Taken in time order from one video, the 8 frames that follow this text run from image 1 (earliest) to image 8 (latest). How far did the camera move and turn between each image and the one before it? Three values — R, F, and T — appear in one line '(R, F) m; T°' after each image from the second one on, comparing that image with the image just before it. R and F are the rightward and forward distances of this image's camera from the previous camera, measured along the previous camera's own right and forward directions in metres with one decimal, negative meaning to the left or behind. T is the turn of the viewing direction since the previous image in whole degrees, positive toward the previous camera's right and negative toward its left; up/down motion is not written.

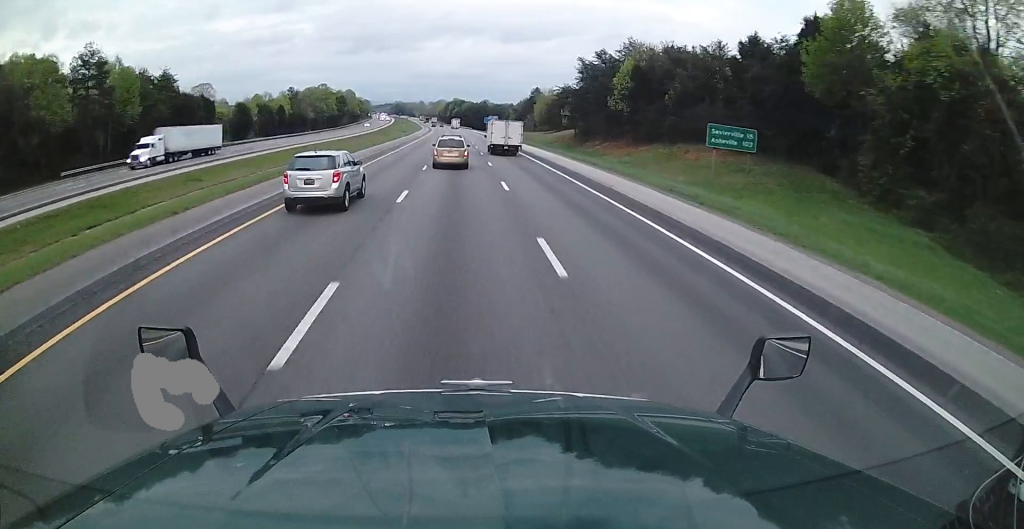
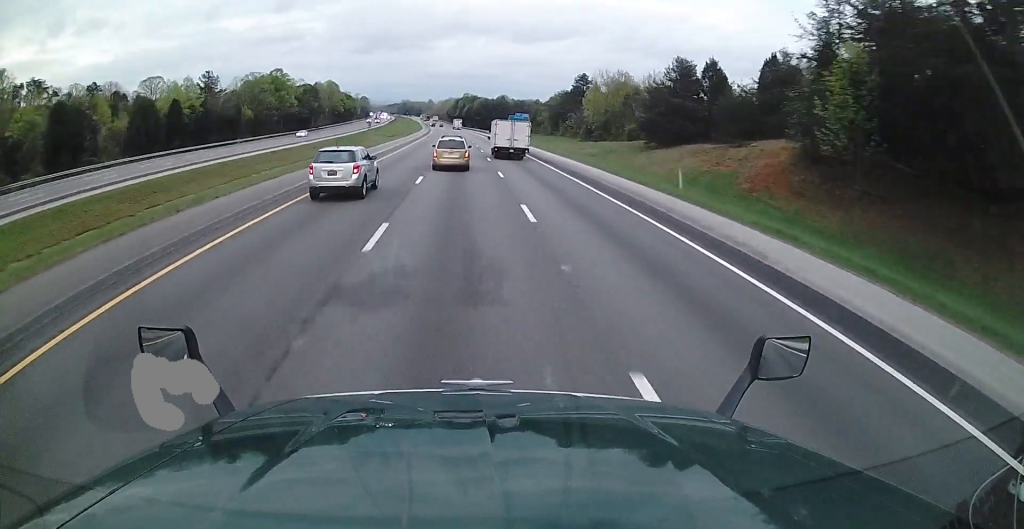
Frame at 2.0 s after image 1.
(-0.9, +66.0) m; -1°
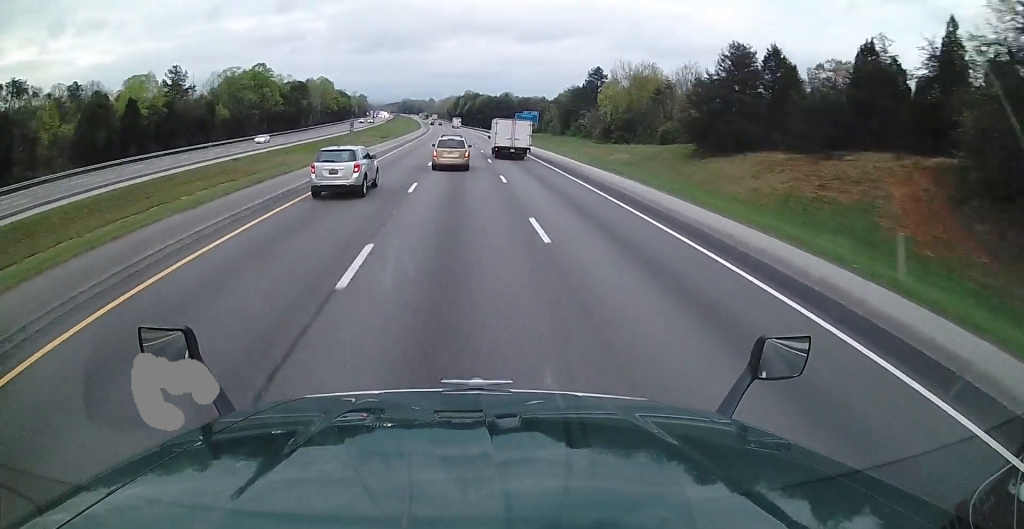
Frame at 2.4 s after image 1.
(0.0, +14.4) m; 0°
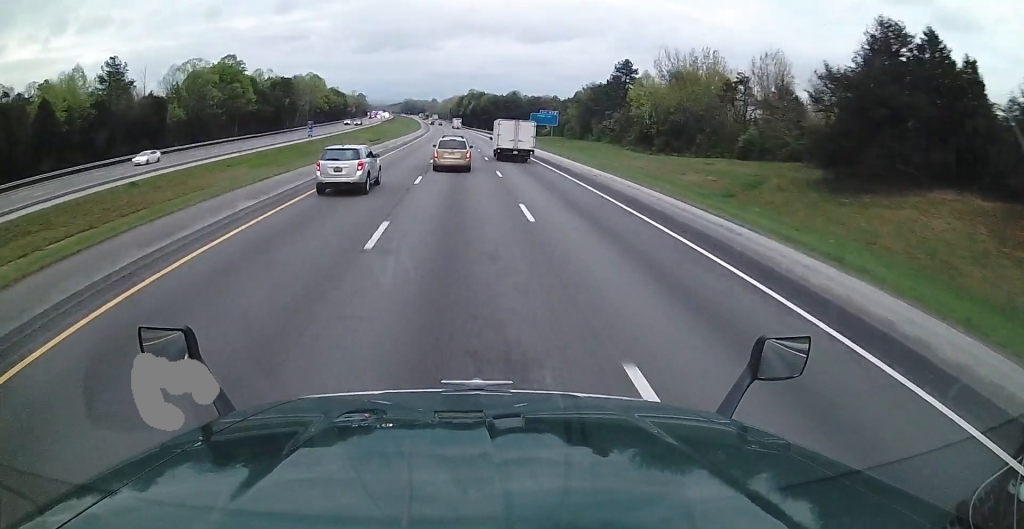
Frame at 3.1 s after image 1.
(+0.2, +21.1) m; -1°
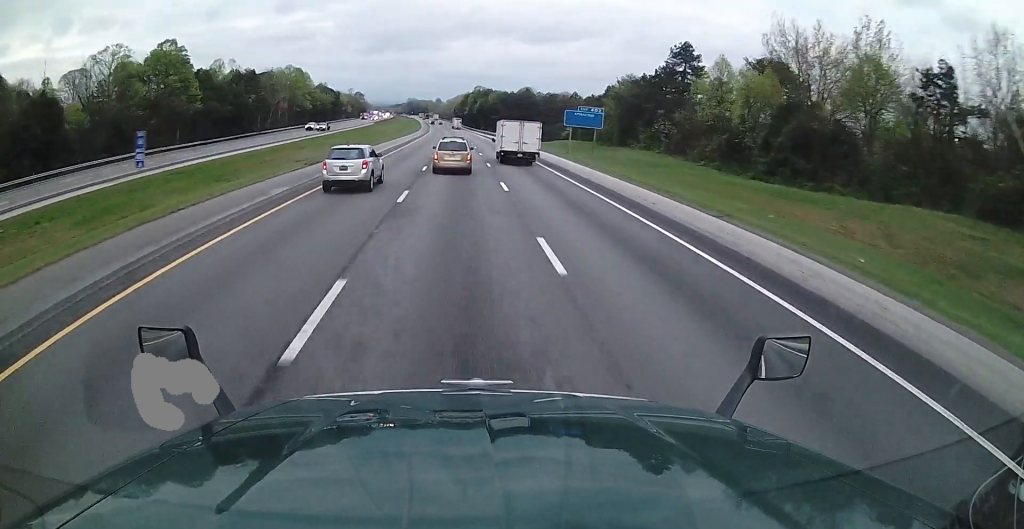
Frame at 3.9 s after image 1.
(-0.5, +28.8) m; -2°
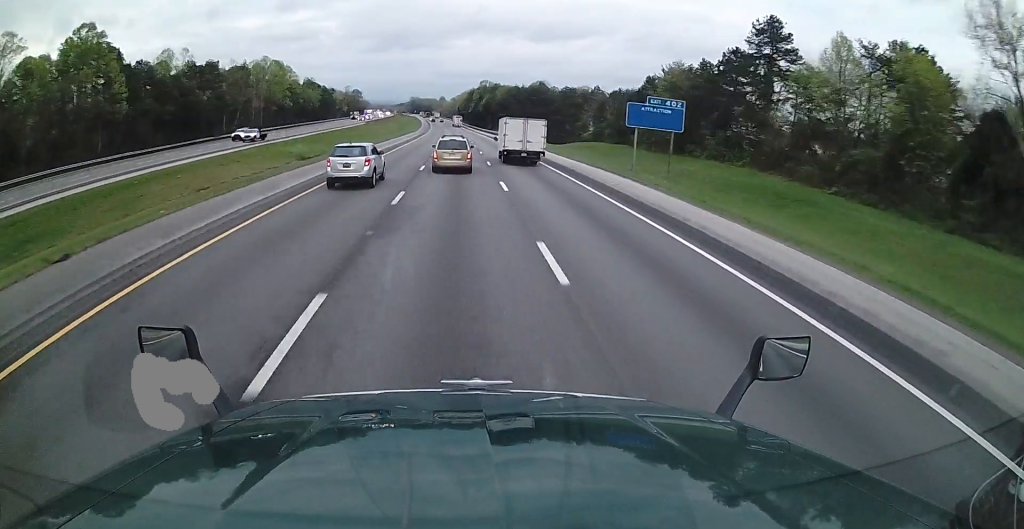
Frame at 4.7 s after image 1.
(-0.3, +24.5) m; -1°
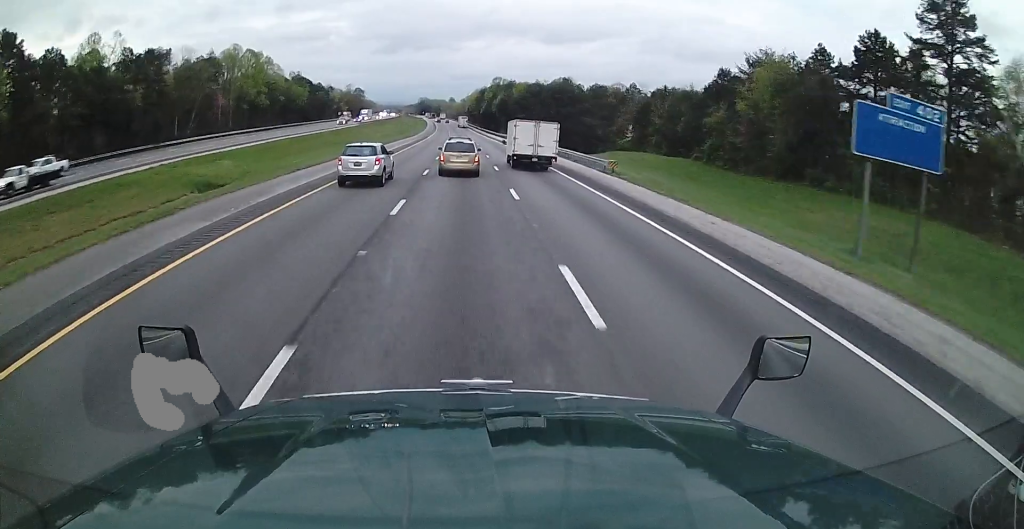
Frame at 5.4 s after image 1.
(-0.1, +25.7) m; 0°
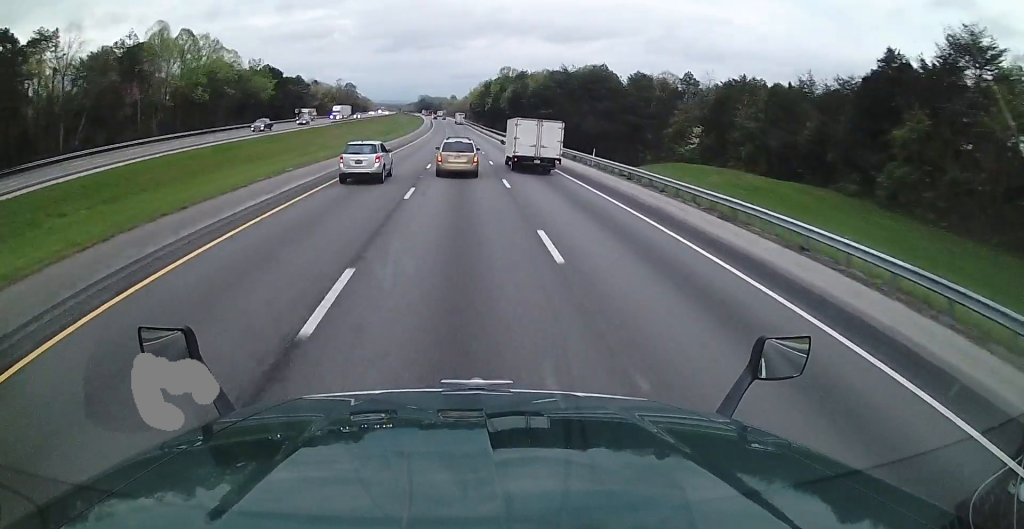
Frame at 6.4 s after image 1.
(0.0, +32.6) m; 0°
